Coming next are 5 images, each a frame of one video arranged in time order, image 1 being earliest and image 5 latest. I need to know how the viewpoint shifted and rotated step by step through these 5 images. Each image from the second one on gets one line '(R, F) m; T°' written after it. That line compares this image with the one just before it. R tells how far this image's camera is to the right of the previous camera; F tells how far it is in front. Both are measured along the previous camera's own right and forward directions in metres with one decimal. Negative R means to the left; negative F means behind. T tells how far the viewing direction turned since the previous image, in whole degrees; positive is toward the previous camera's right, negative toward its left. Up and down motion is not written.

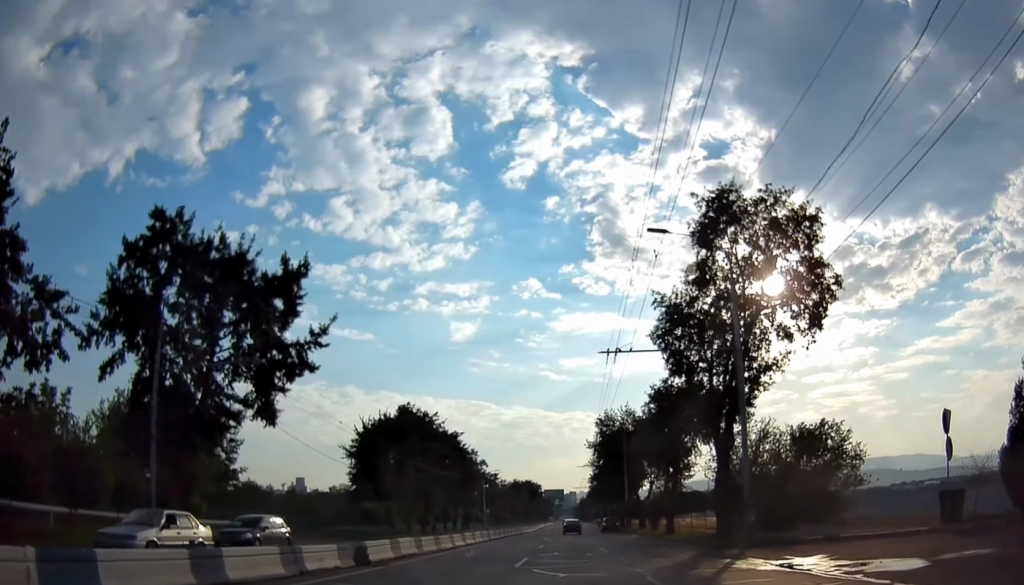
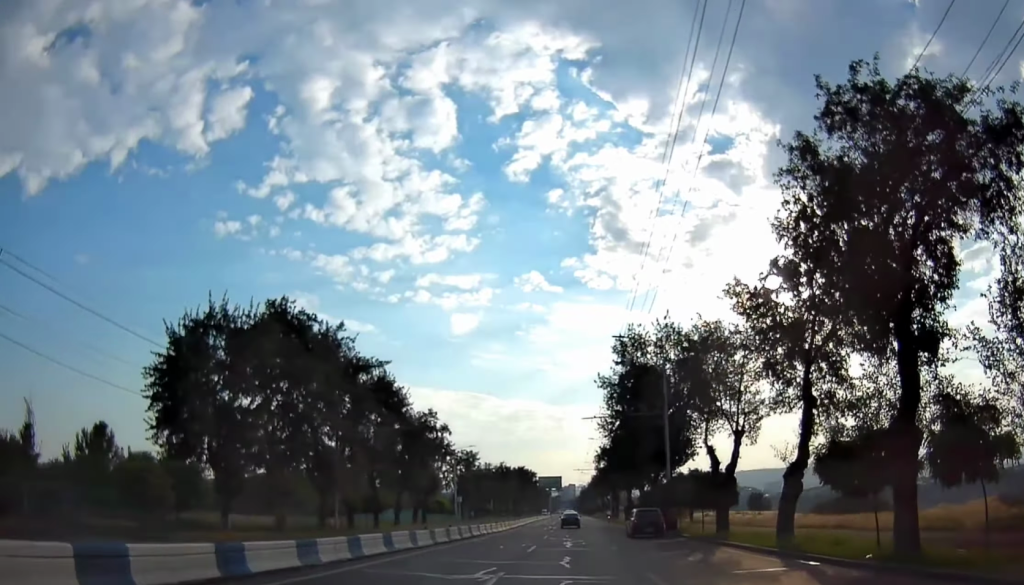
(-0.5, +33.0) m; 0°
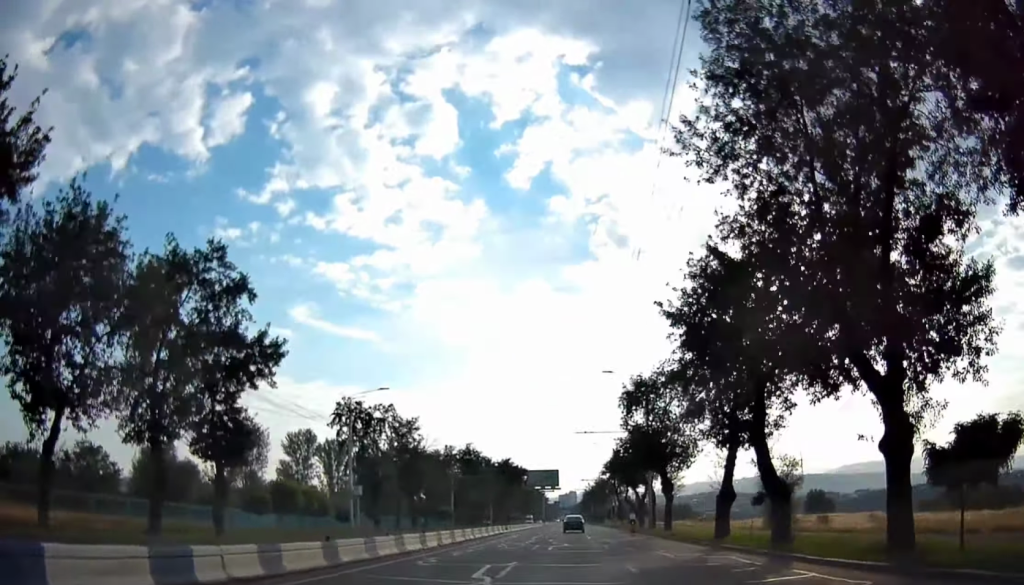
(+0.1, +48.6) m; -1°
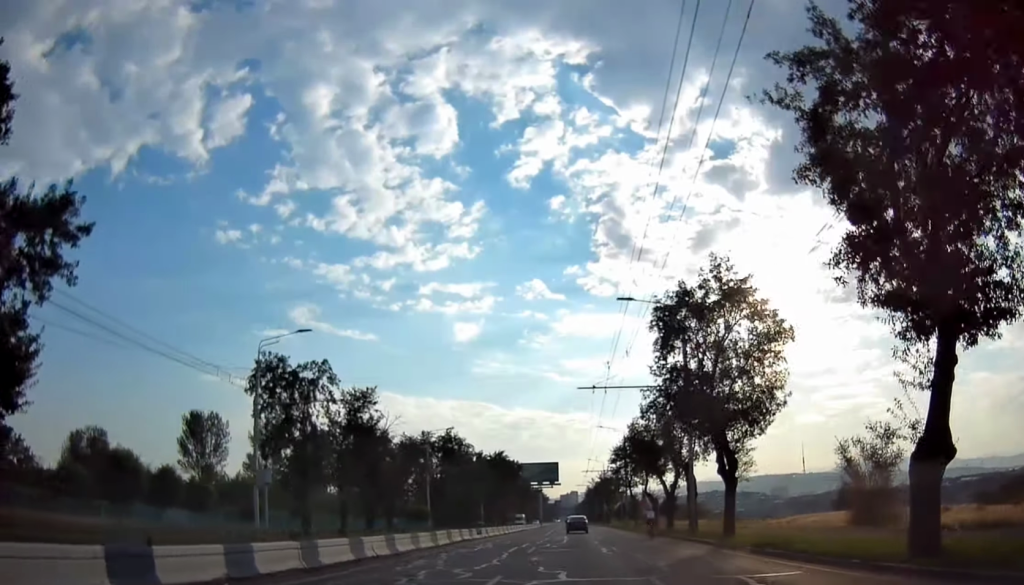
(+0.2, +16.6) m; +1°
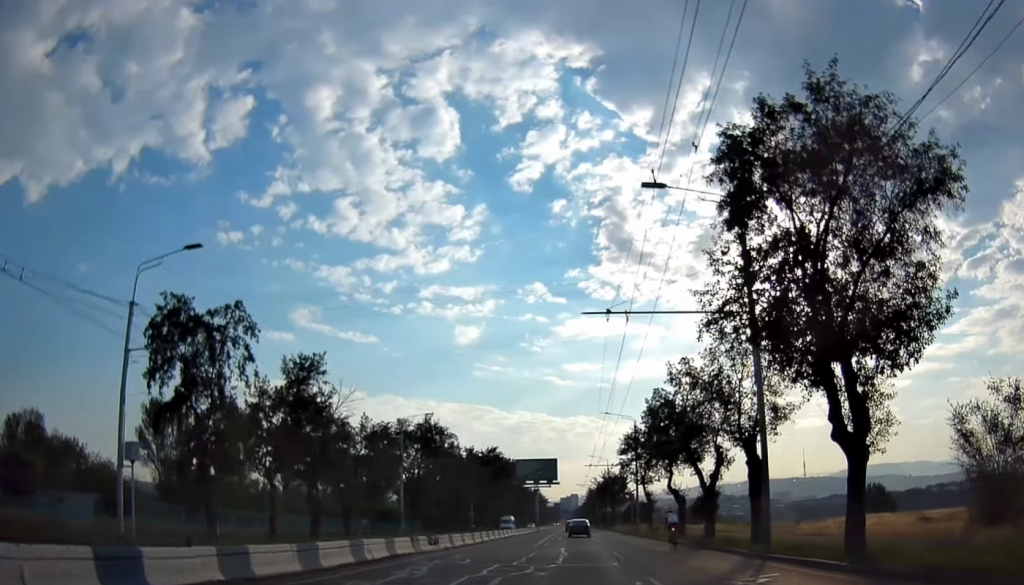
(0.0, +12.7) m; 0°
